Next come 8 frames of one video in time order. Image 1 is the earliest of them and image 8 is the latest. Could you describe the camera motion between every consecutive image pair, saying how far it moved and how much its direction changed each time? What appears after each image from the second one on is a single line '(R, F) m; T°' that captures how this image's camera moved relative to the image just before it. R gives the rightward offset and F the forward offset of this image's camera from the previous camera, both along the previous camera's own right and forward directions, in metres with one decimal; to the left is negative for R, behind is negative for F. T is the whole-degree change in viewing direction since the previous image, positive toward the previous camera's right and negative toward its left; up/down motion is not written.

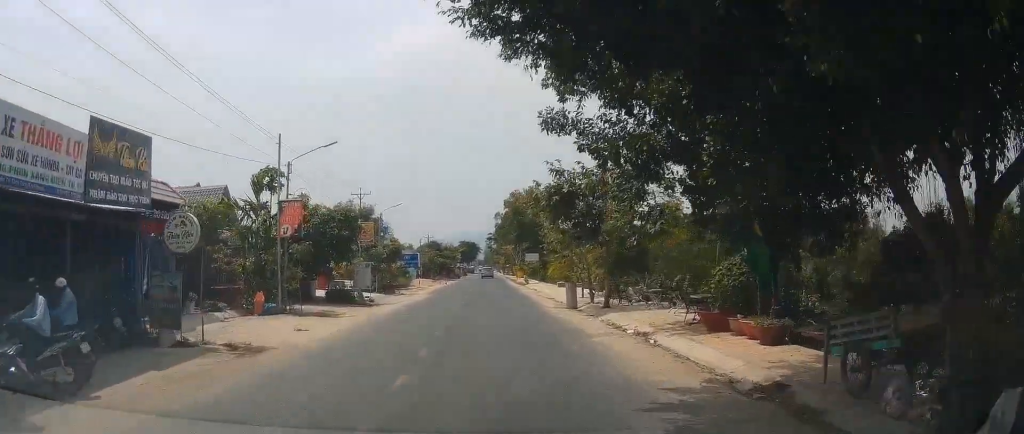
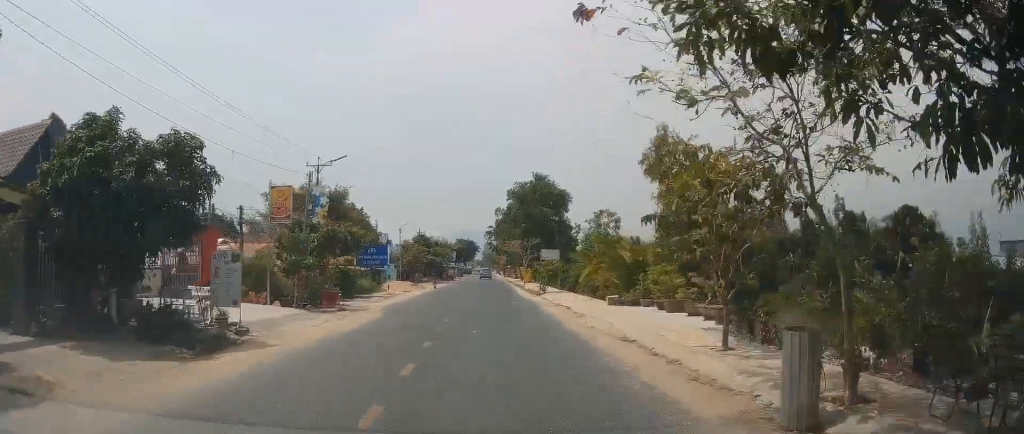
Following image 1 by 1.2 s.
(-0.8, +17.5) m; -2°
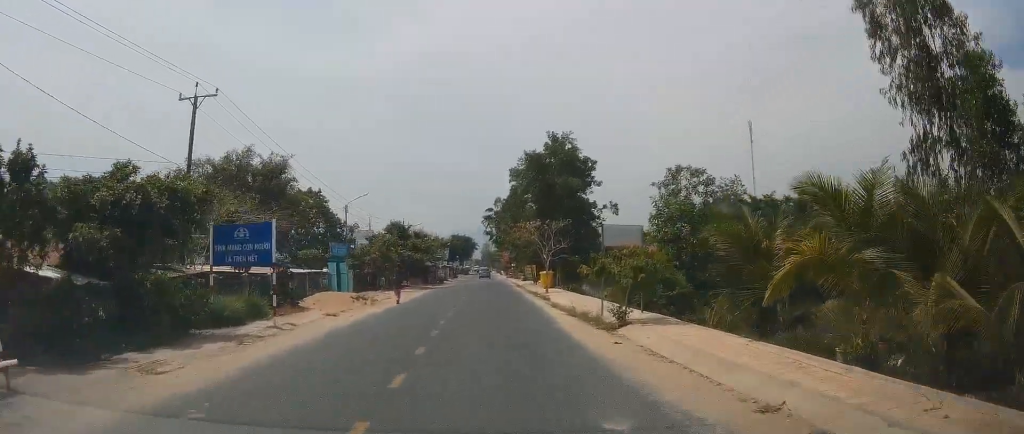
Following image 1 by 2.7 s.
(+0.1, +21.8) m; +1°
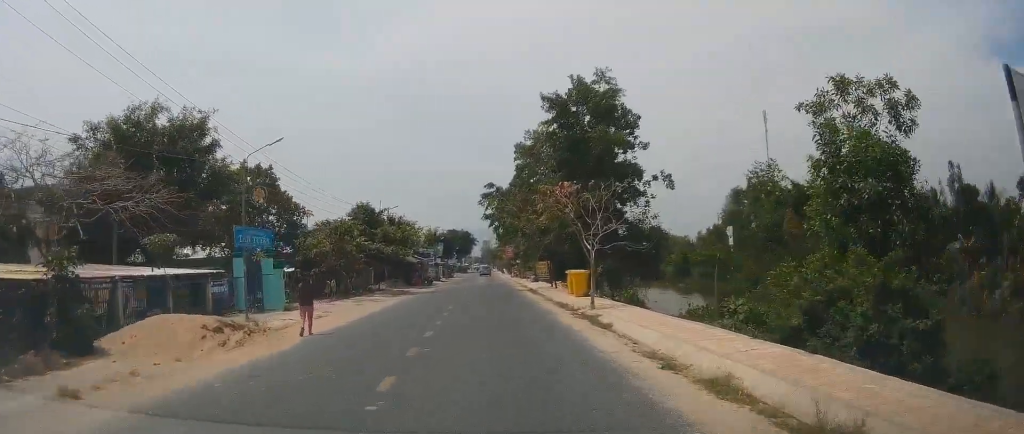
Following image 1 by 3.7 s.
(+0.4, +15.7) m; +2°
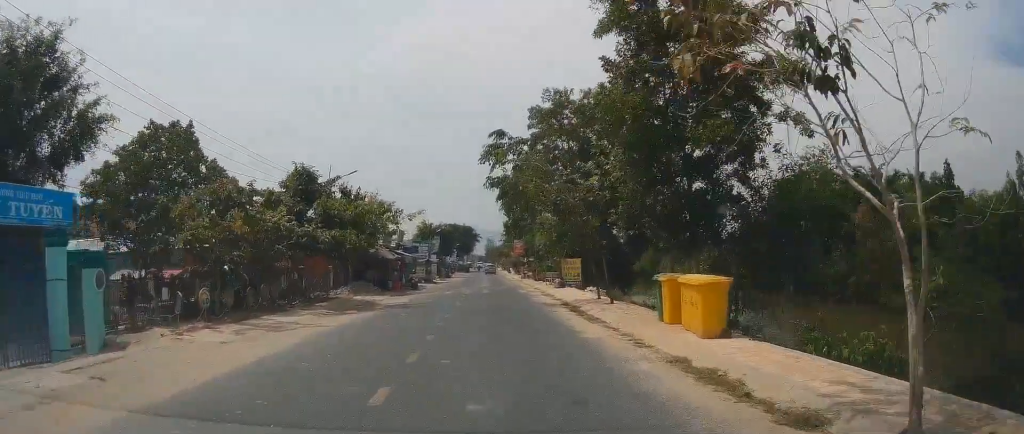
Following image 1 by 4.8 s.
(+0.2, +15.9) m; 0°
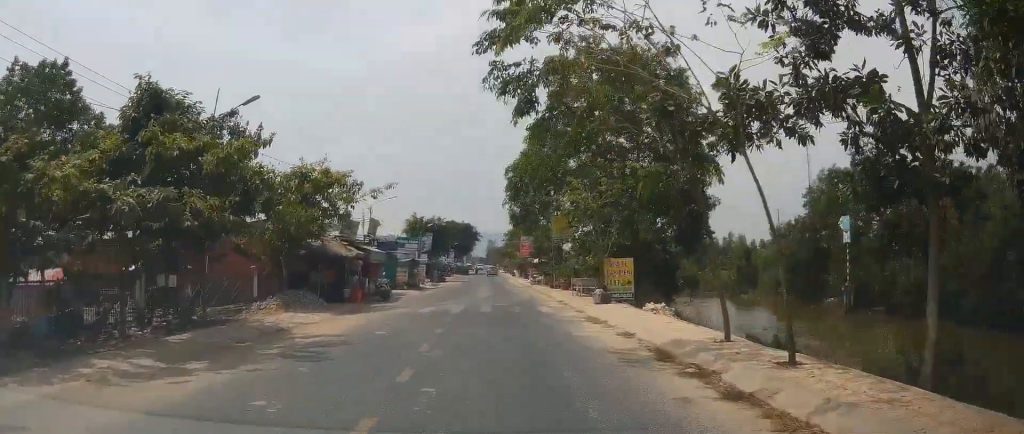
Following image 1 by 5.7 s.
(-0.2, +12.8) m; 0°
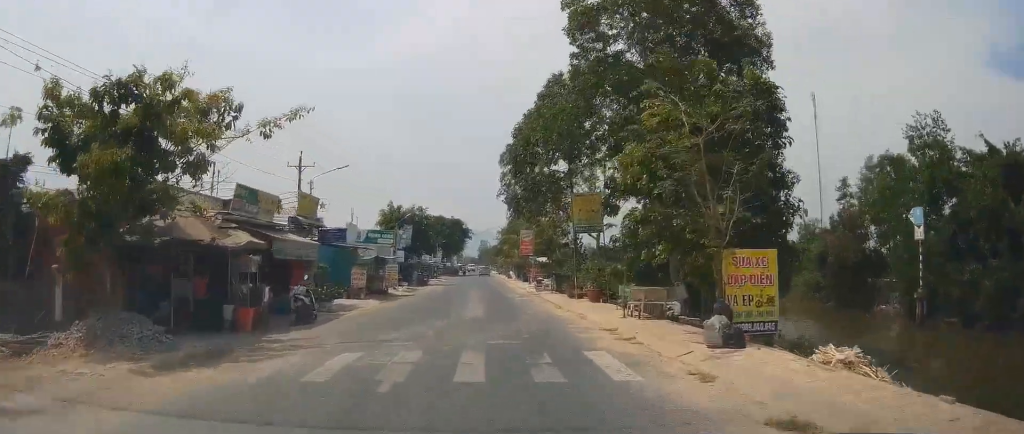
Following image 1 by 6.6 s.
(+0.1, +13.0) m; 0°
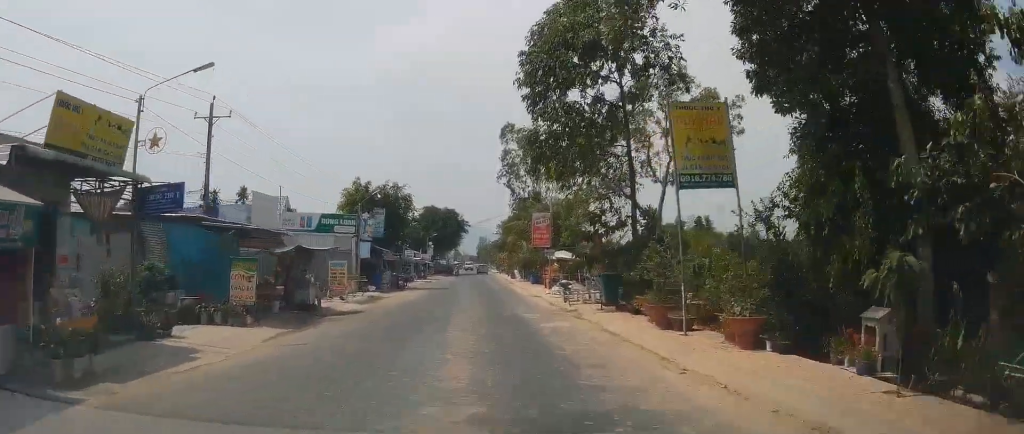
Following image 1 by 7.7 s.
(-0.1, +15.2) m; -2°
